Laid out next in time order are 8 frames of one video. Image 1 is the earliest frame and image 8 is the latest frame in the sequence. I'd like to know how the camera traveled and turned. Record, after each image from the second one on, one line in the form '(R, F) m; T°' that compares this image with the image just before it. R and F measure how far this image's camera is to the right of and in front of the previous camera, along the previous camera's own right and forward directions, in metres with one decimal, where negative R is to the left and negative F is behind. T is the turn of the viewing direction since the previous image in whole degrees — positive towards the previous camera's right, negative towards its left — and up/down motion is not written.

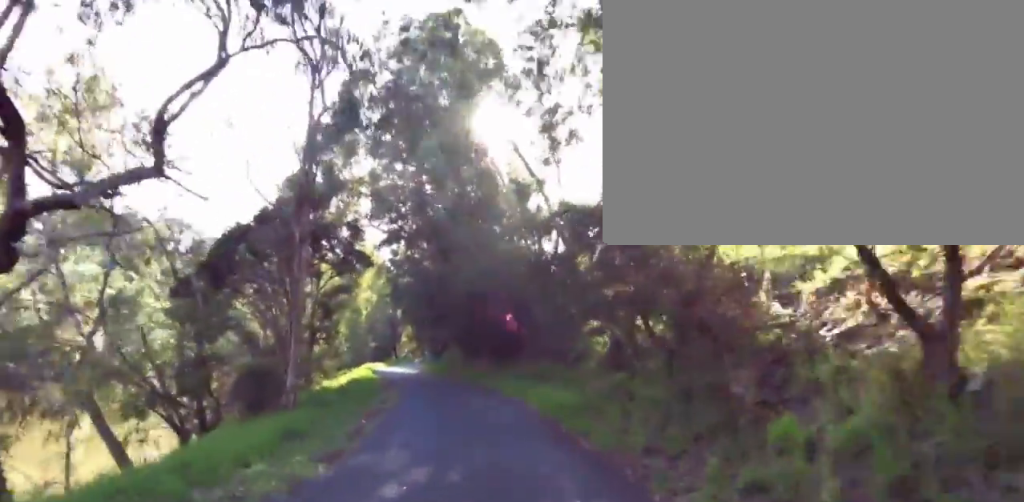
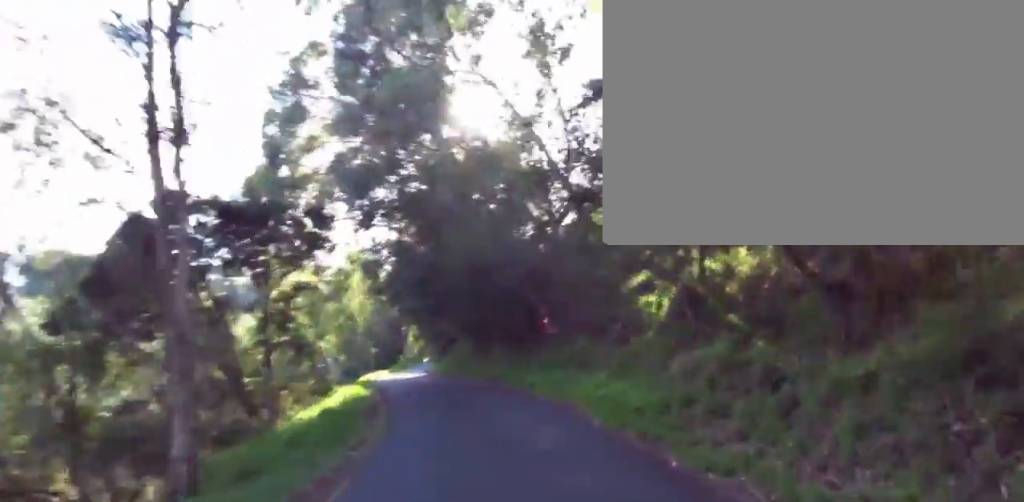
(0.0, +3.5) m; 0°
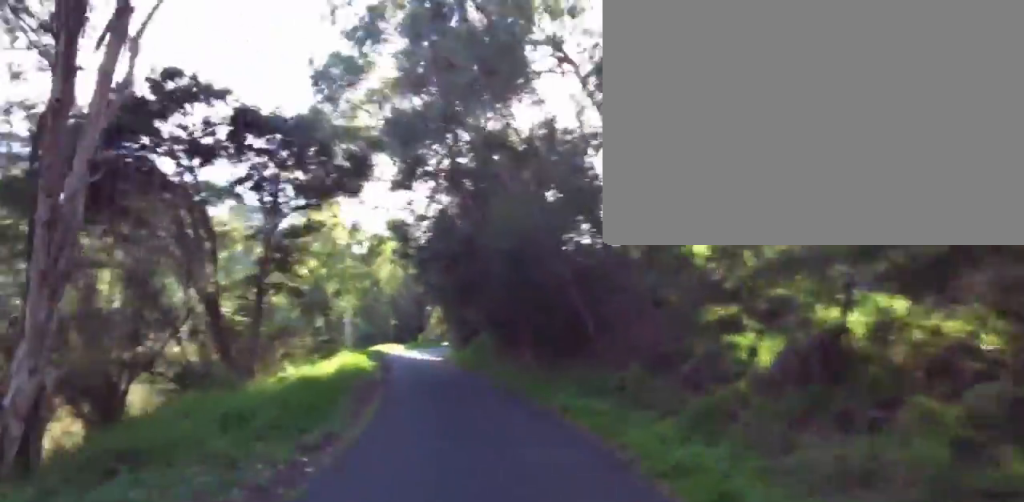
(0.0, +2.1) m; 0°
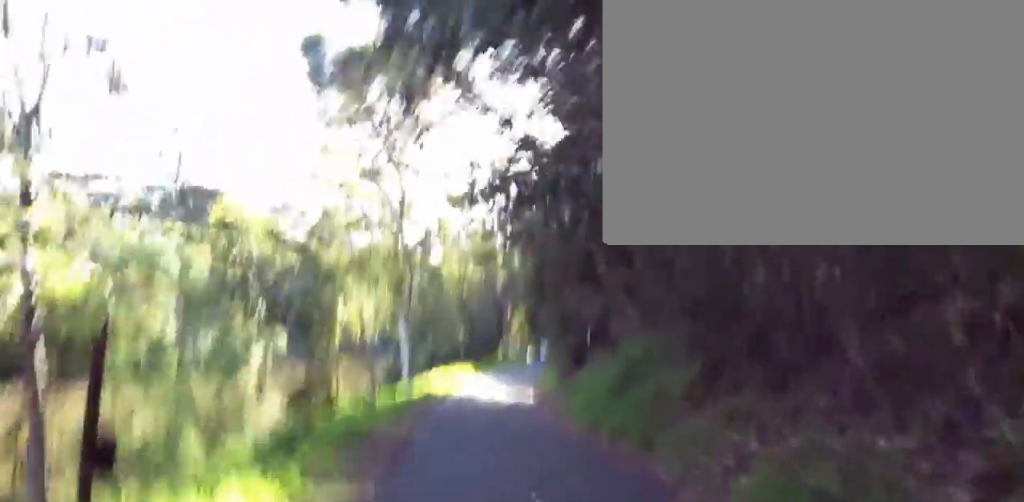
(0.0, +10.9) m; -12°
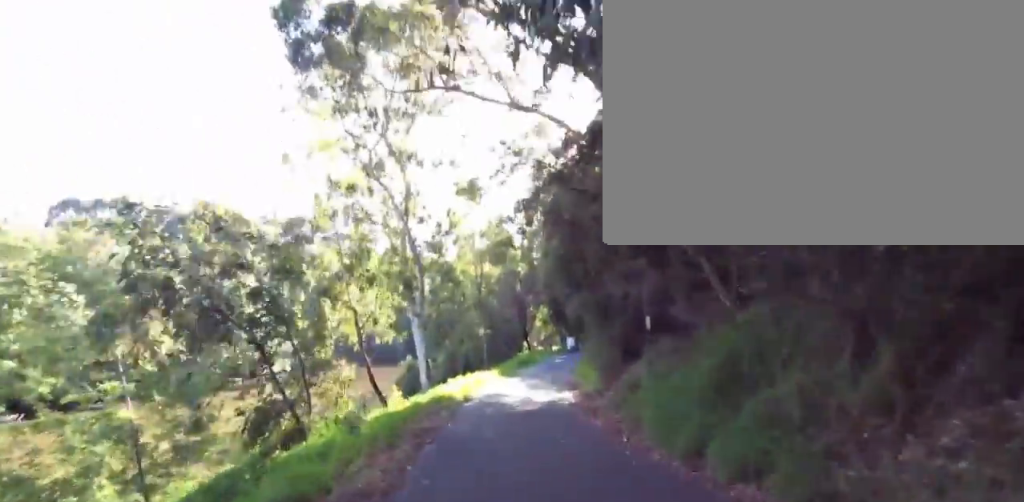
(-0.4, +3.0) m; -3°
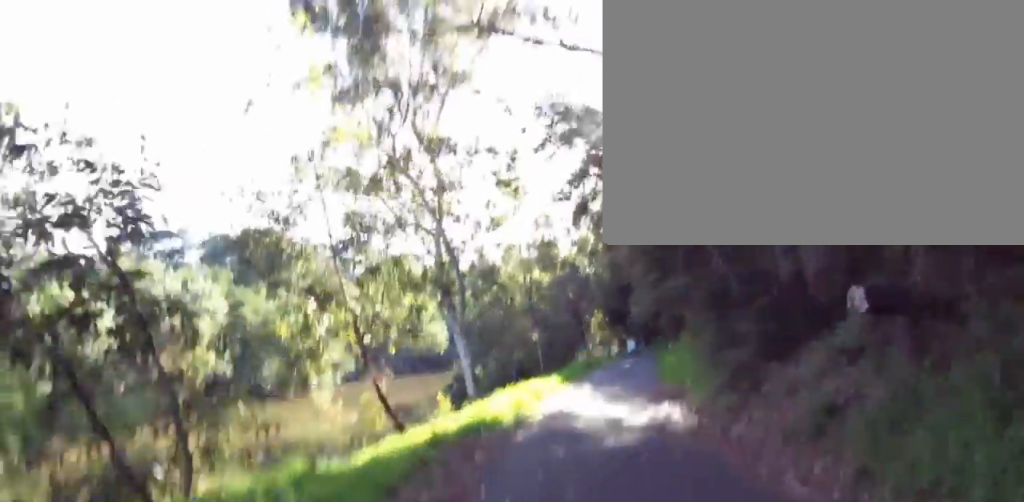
(-1.1, +4.1) m; 0°
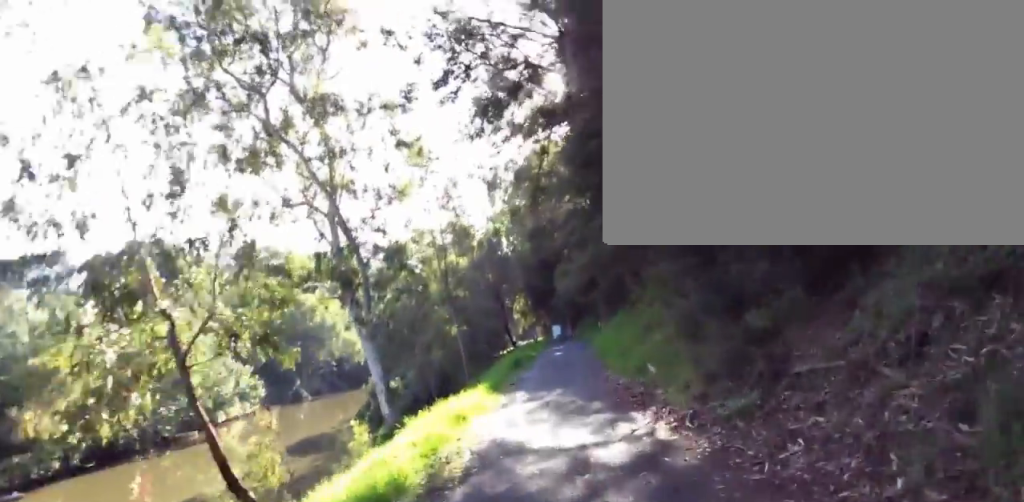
(+0.6, +2.7) m; +6°
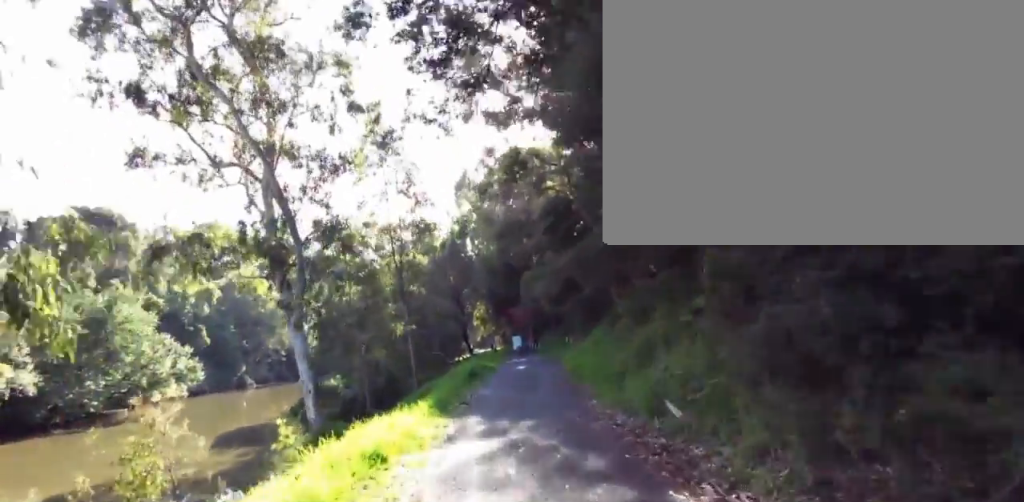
(+0.4, +3.0) m; +7°
